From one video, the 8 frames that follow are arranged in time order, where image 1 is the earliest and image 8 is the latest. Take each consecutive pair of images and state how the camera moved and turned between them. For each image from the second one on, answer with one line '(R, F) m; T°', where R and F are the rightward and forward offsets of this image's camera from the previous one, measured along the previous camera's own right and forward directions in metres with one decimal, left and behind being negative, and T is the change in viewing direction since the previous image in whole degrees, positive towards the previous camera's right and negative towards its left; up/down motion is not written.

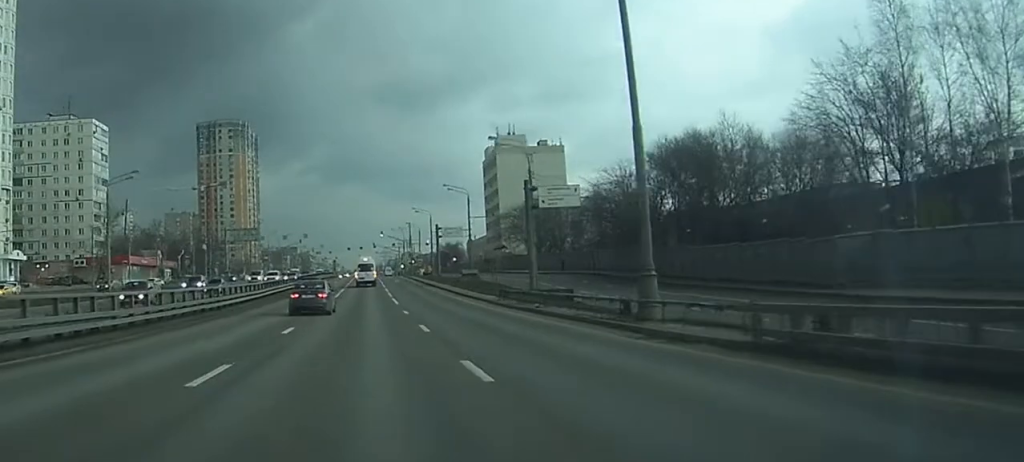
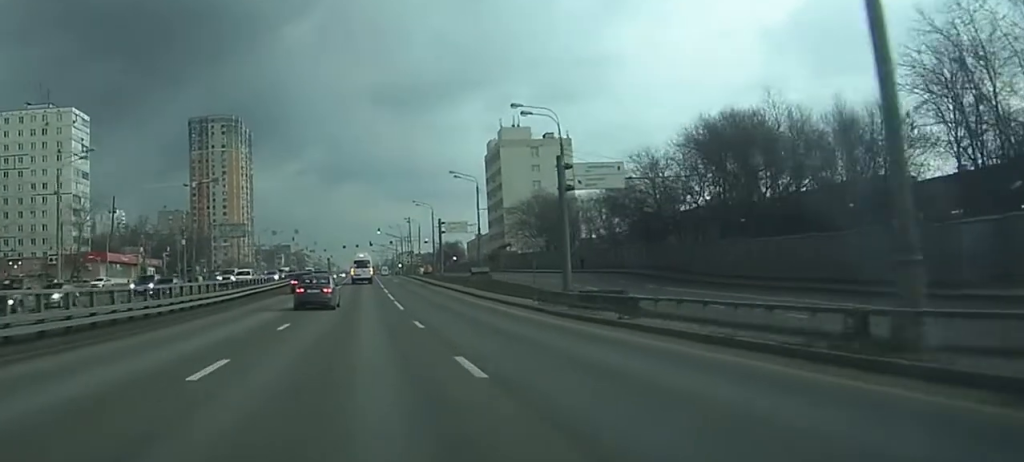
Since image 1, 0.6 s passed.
(0.0, +11.5) m; 0°
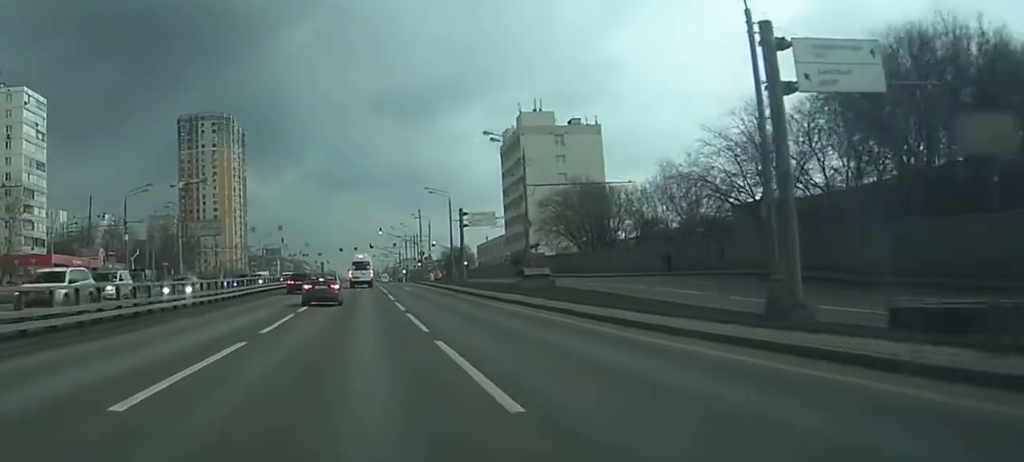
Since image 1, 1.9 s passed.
(+0.1, +27.0) m; 0°
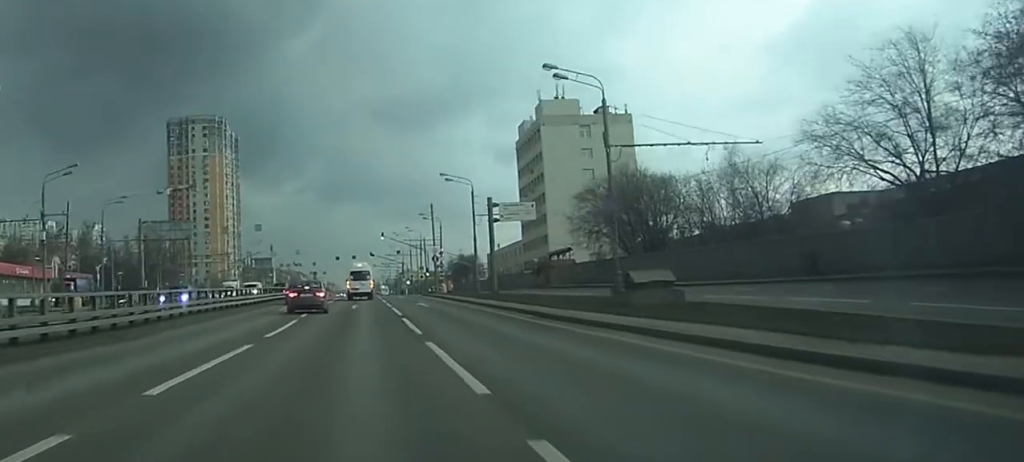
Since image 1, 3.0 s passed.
(+0.1, +22.5) m; 0°
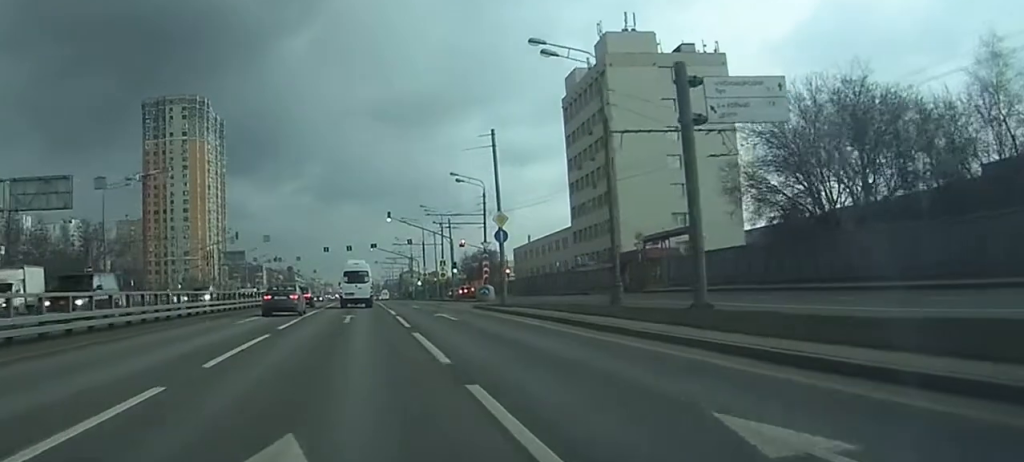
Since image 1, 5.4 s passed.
(-0.4, +44.7) m; -1°
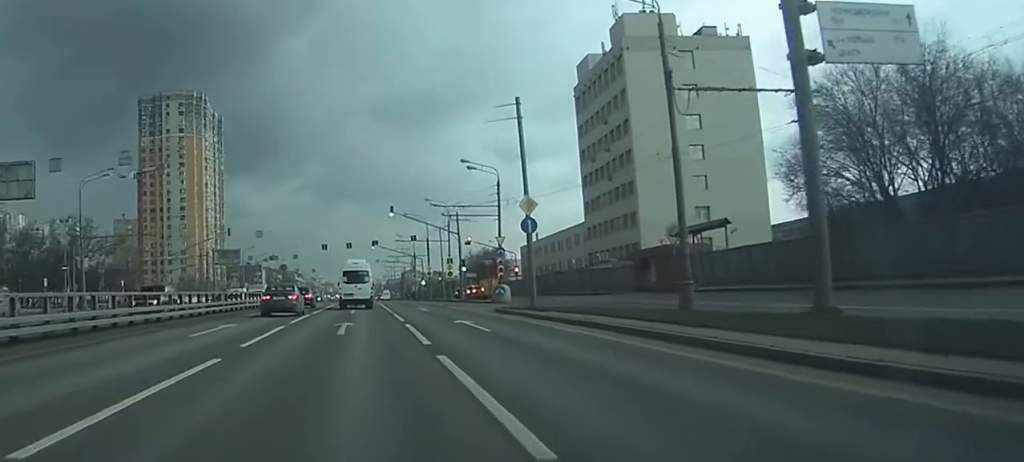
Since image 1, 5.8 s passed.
(0.0, +7.8) m; 0°
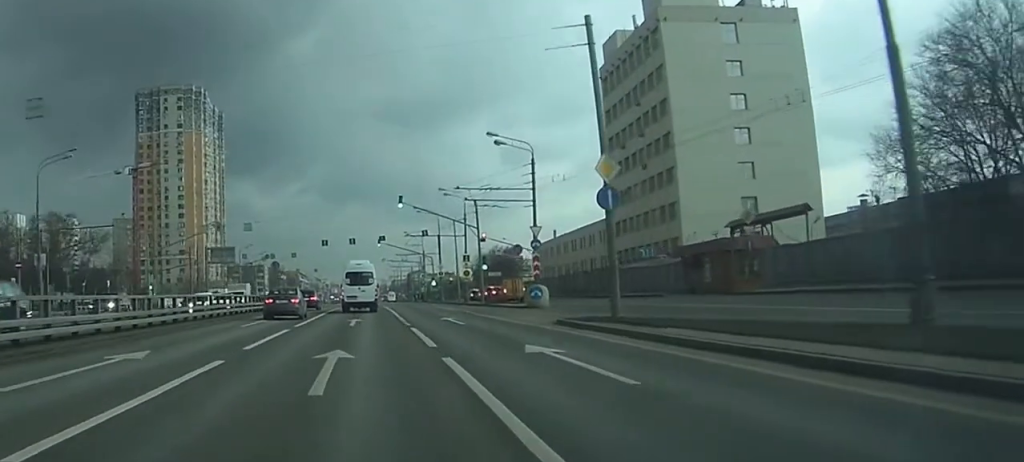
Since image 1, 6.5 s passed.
(0.0, +12.5) m; 0°
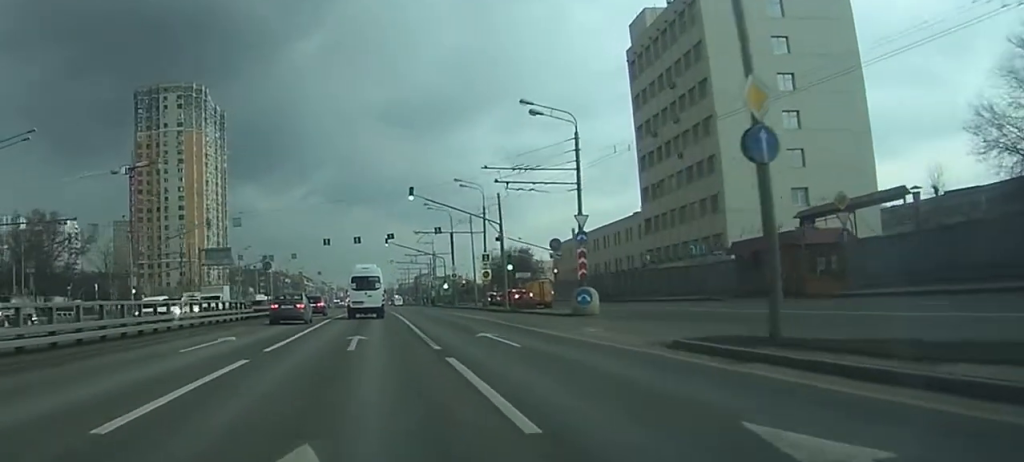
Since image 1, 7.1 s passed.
(0.0, +10.5) m; 0°
